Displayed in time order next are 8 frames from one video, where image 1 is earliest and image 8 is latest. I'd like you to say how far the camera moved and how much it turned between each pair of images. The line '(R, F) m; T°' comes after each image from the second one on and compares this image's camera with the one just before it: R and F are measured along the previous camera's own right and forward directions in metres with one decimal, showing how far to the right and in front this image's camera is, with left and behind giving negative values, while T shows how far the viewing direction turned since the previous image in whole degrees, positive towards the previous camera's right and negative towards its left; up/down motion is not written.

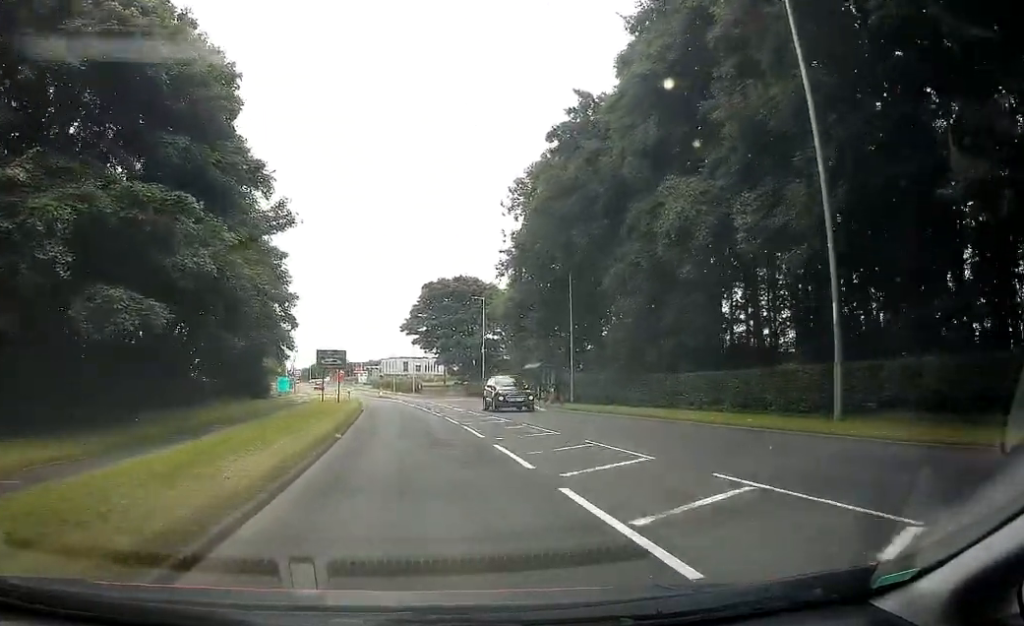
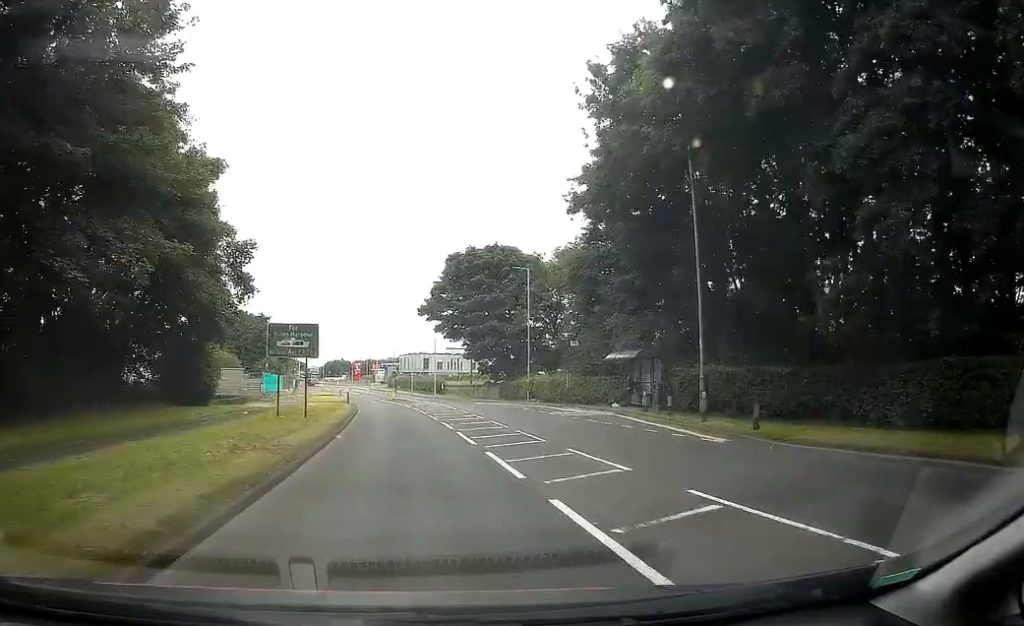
(-0.3, +18.4) m; -4°
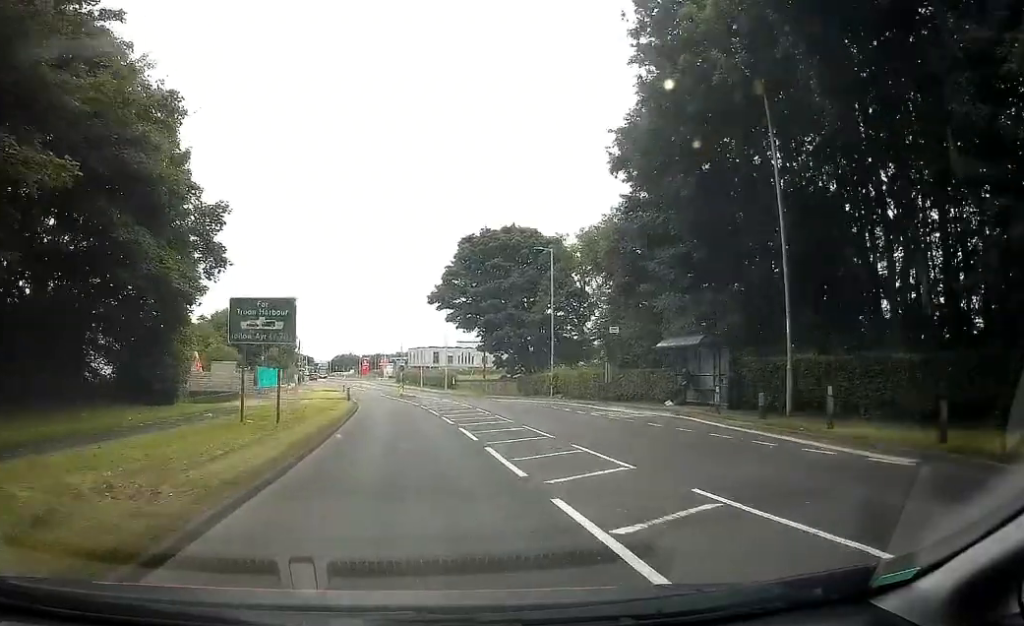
(-0.2, +5.9) m; 0°
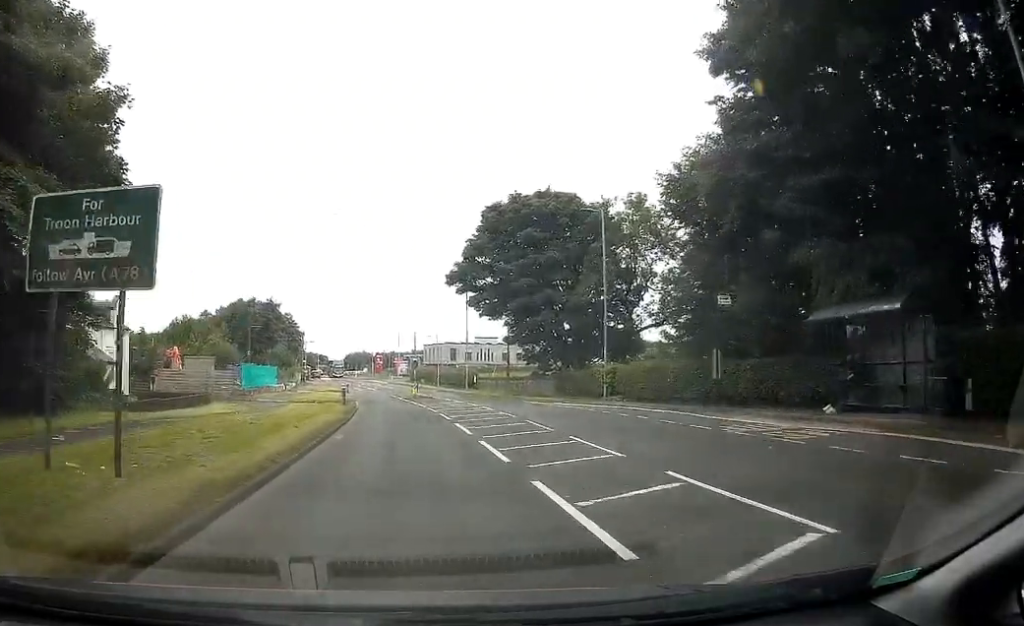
(-0.1, +10.8) m; 0°
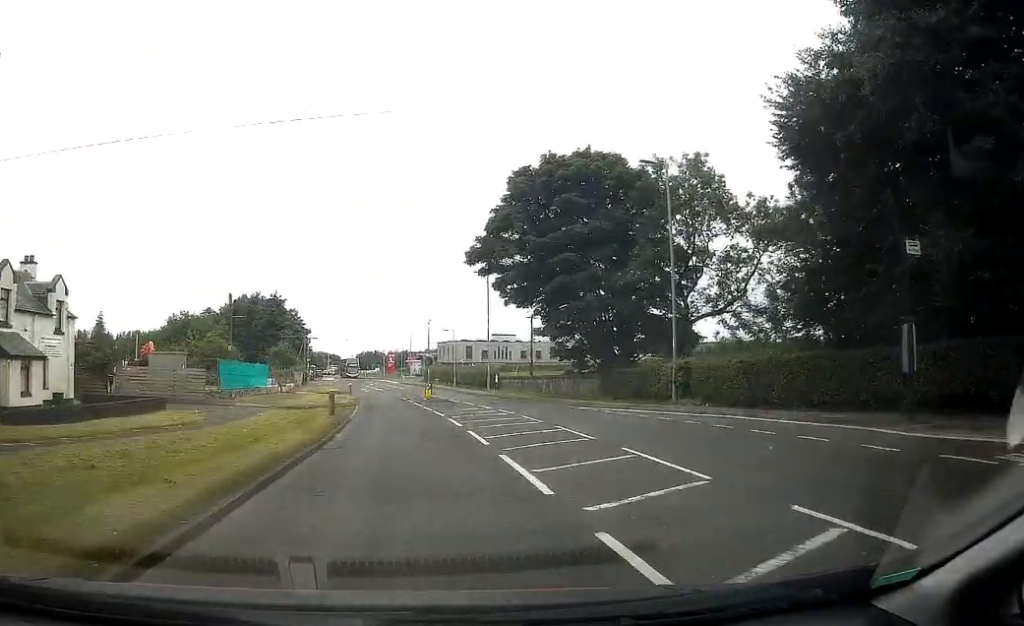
(+0.2, +9.0) m; -1°
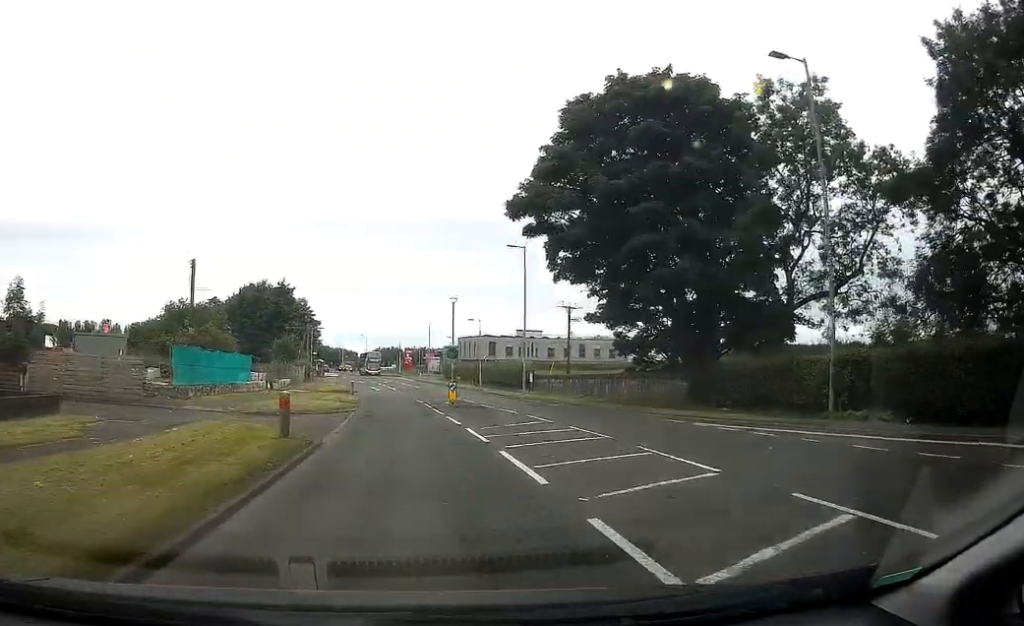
(-0.4, +10.9) m; -2°
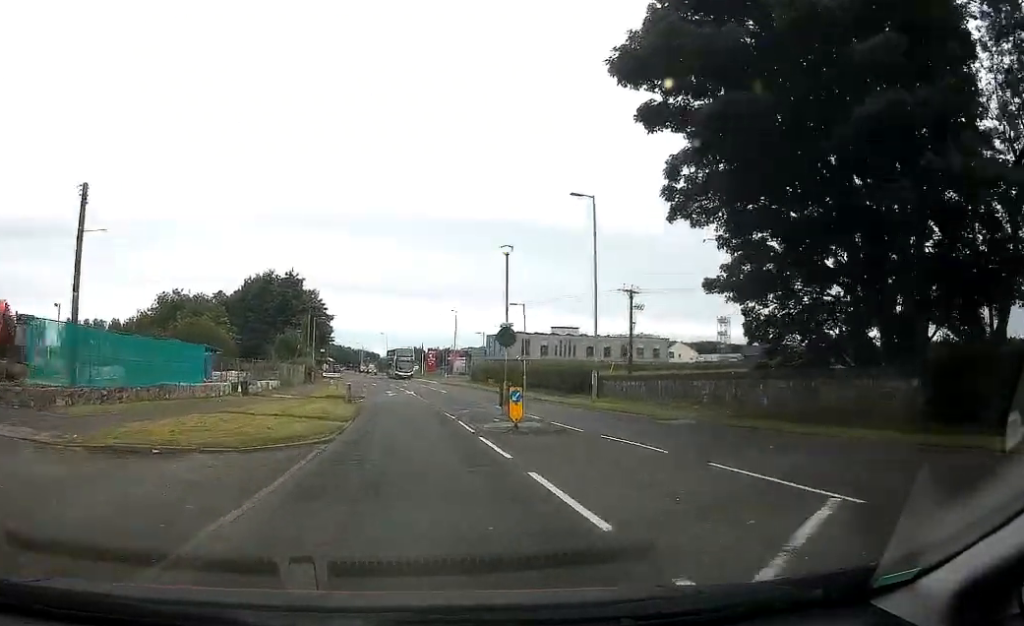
(-0.1, +14.5) m; 0°
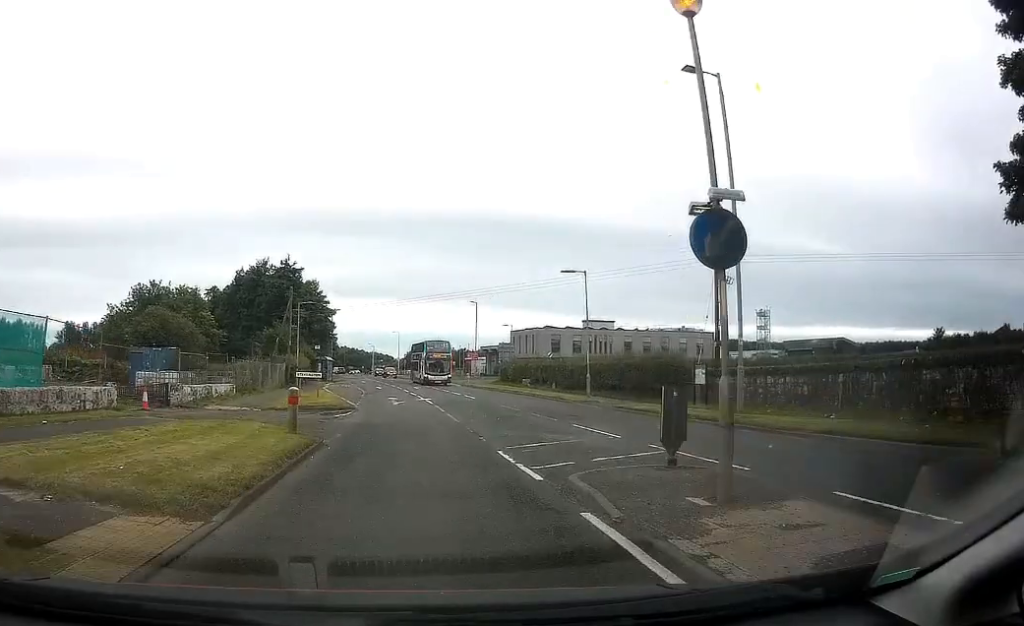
(+0.3, +15.2) m; 0°
